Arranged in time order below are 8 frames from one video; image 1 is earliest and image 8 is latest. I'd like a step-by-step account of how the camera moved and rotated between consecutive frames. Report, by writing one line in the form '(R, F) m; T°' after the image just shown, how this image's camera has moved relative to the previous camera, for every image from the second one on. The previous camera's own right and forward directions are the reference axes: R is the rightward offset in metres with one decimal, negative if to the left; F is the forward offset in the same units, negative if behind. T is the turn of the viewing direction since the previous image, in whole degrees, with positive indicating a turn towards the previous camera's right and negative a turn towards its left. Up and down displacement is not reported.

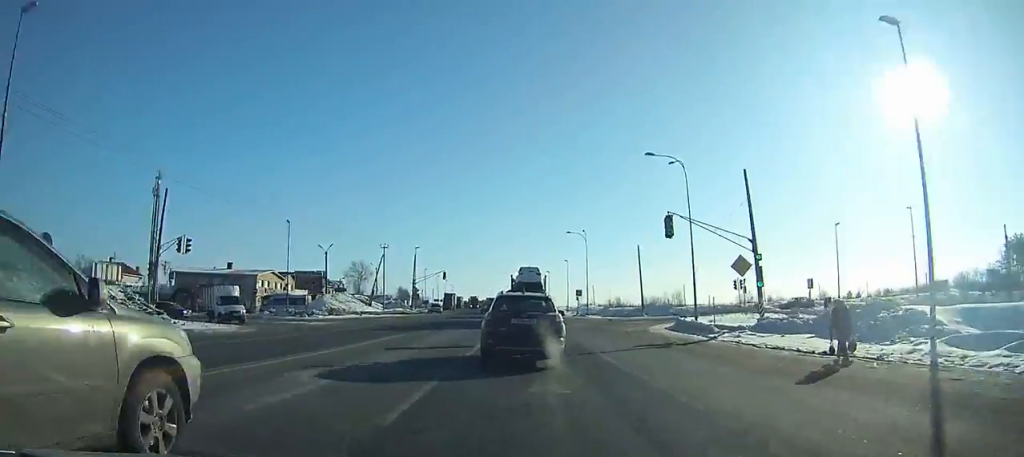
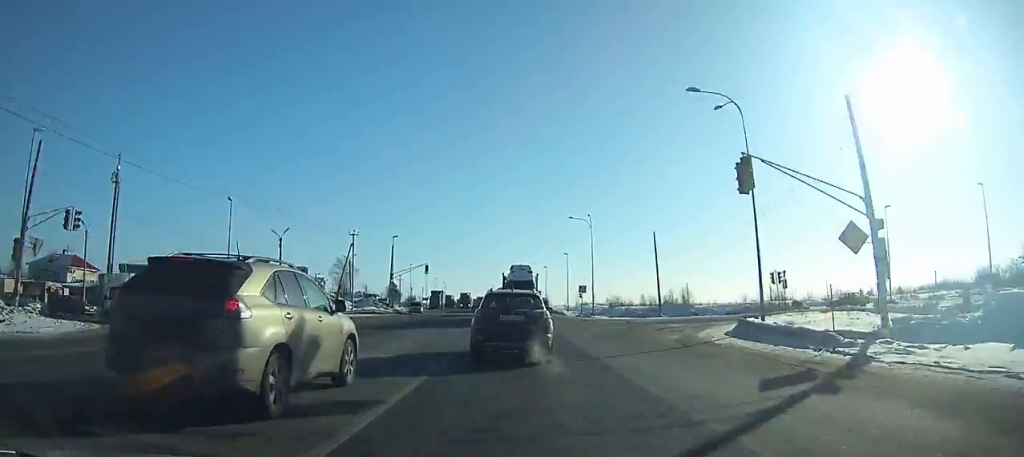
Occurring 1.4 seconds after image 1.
(0.0, +13.0) m; 0°
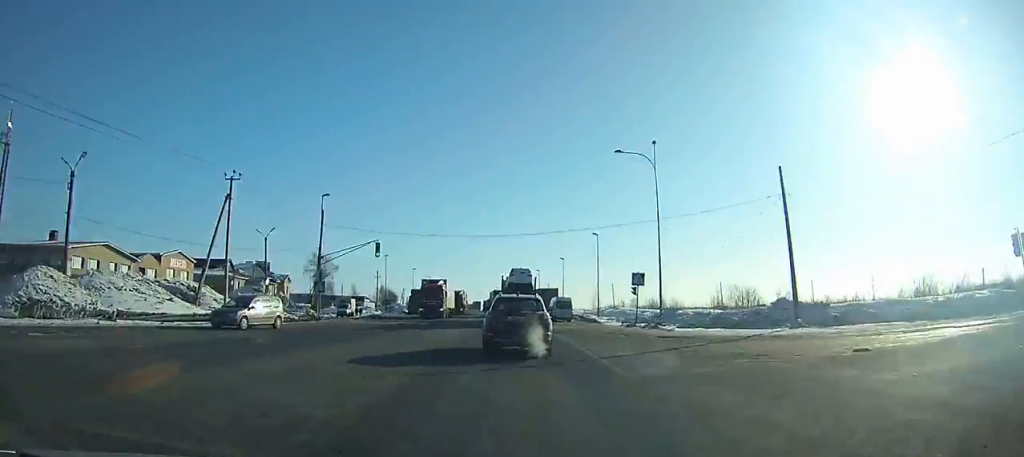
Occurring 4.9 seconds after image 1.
(-0.2, +32.9) m; -1°
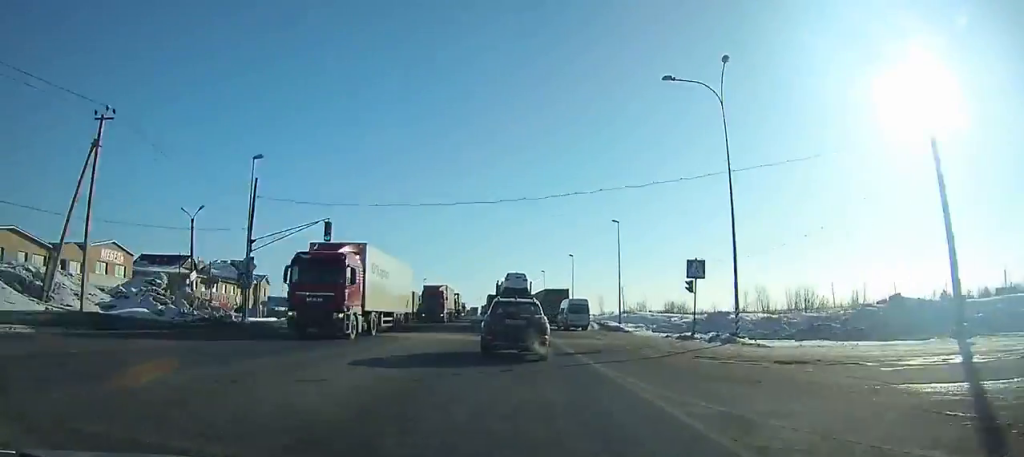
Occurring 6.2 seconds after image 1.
(0.0, +12.2) m; -1°
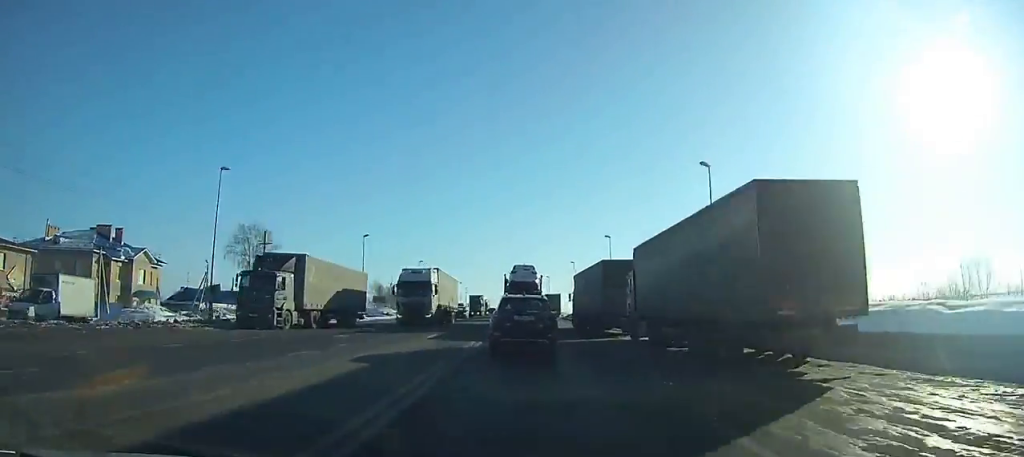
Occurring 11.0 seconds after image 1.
(-1.0, +47.7) m; -2°
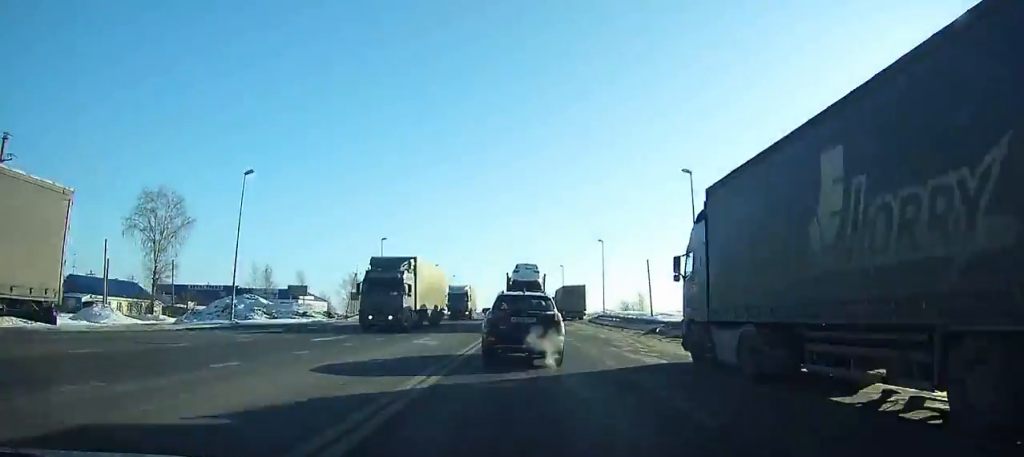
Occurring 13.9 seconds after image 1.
(-0.3, +30.8) m; -1°
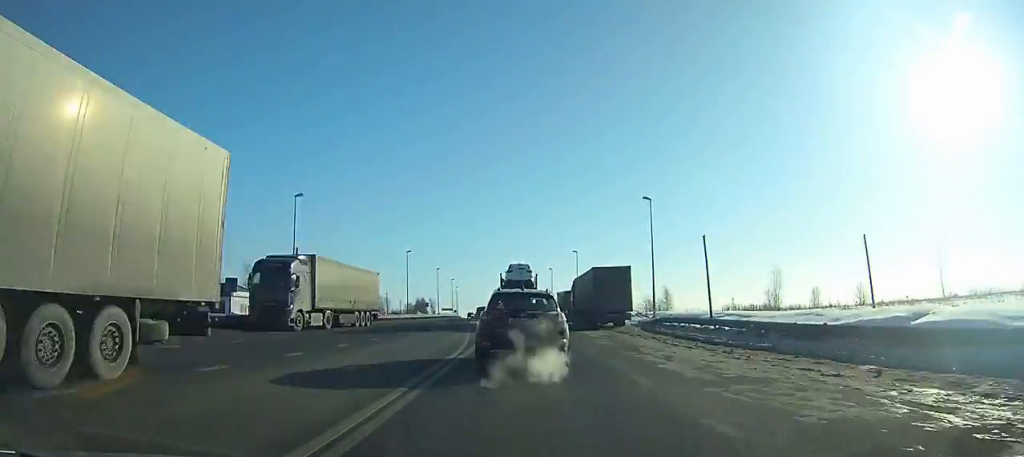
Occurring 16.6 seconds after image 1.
(-0.3, +29.7) m; 0°
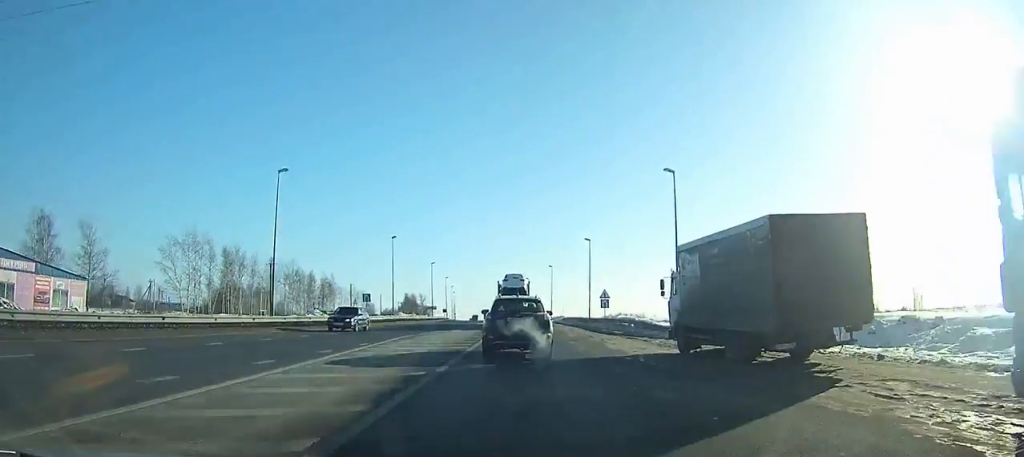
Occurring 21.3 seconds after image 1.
(-0.2, +54.4) m; -1°
